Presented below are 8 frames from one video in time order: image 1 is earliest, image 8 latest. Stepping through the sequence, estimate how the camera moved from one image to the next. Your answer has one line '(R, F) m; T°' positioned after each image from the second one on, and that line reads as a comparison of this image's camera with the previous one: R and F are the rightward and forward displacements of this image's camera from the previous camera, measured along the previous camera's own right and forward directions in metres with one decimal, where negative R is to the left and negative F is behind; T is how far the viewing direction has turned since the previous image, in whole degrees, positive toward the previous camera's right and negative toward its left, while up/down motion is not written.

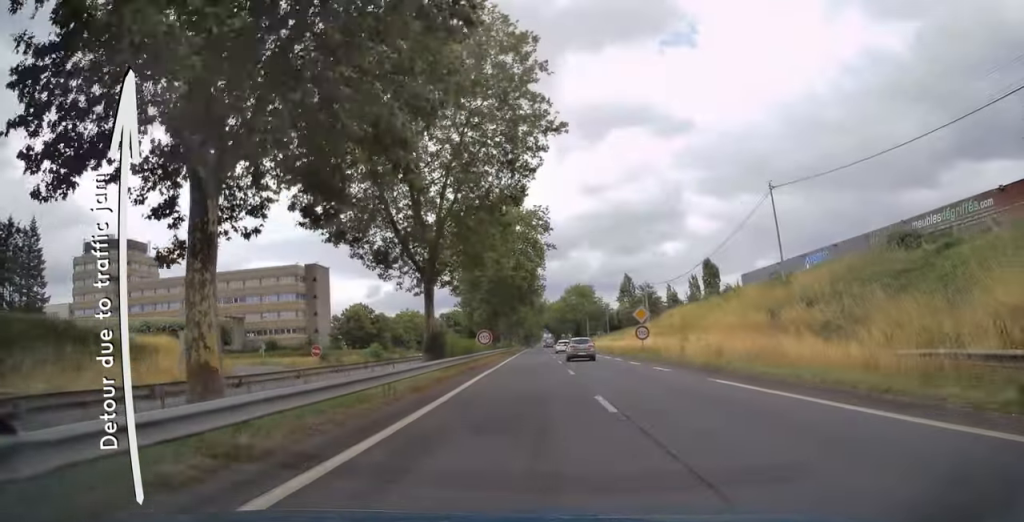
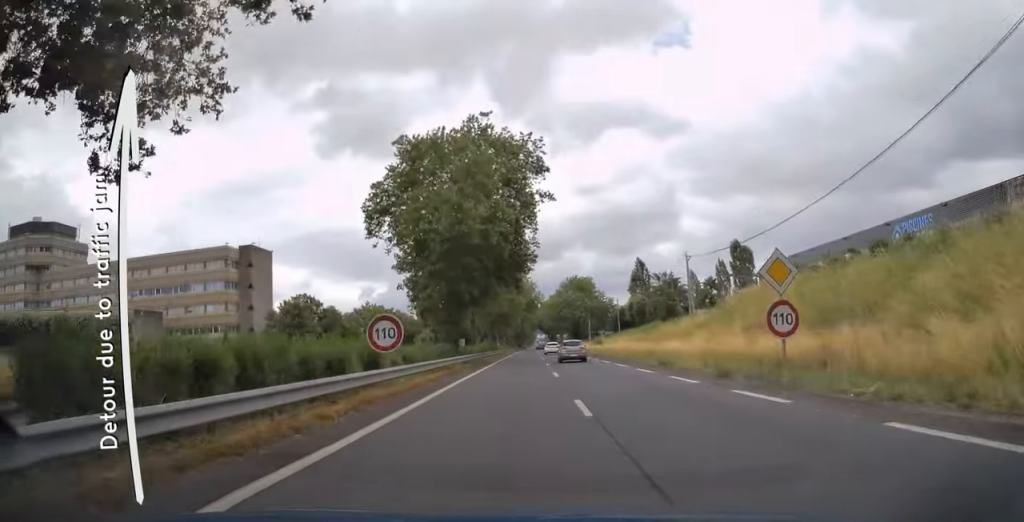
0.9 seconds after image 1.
(0.0, +25.9) m; 0°
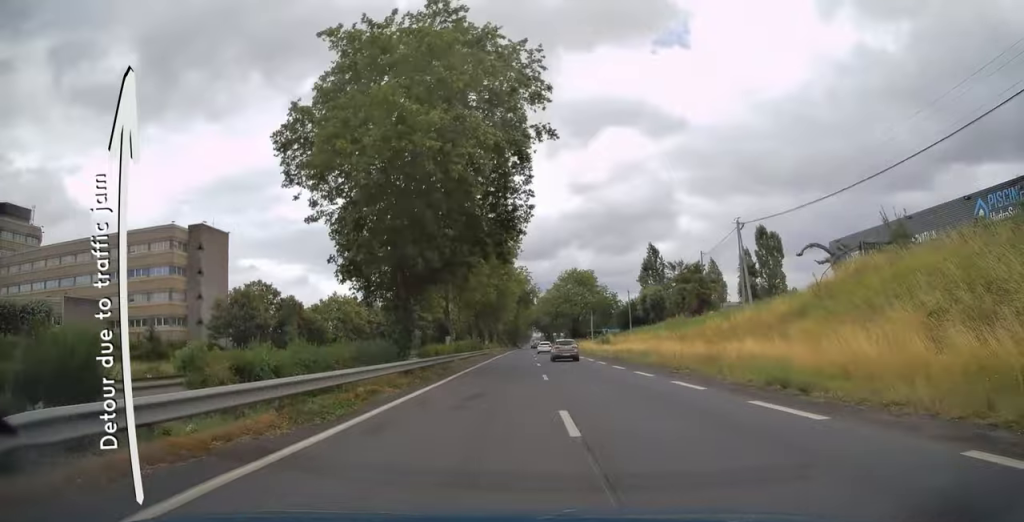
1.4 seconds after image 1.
(0.0, +14.9) m; 0°
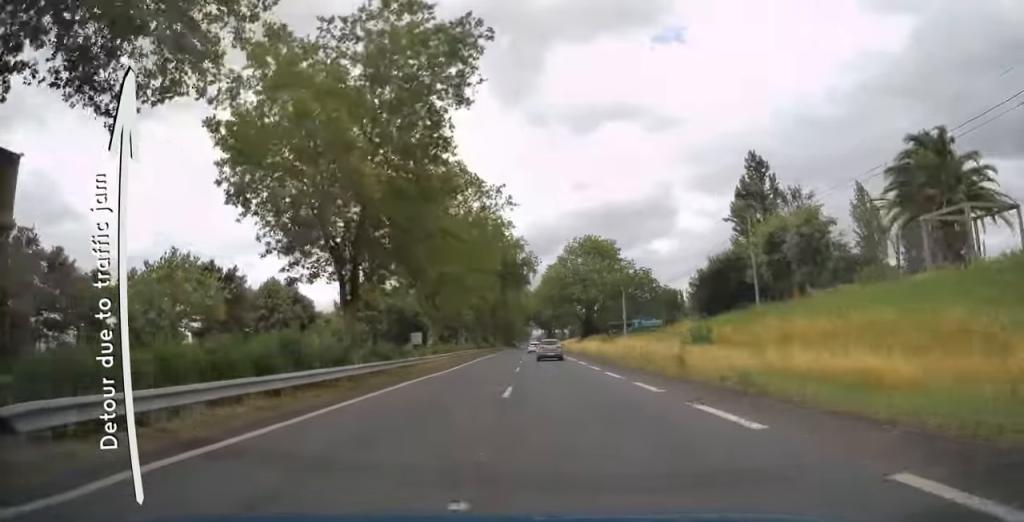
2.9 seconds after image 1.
(+0.5, +45.4) m; +1°
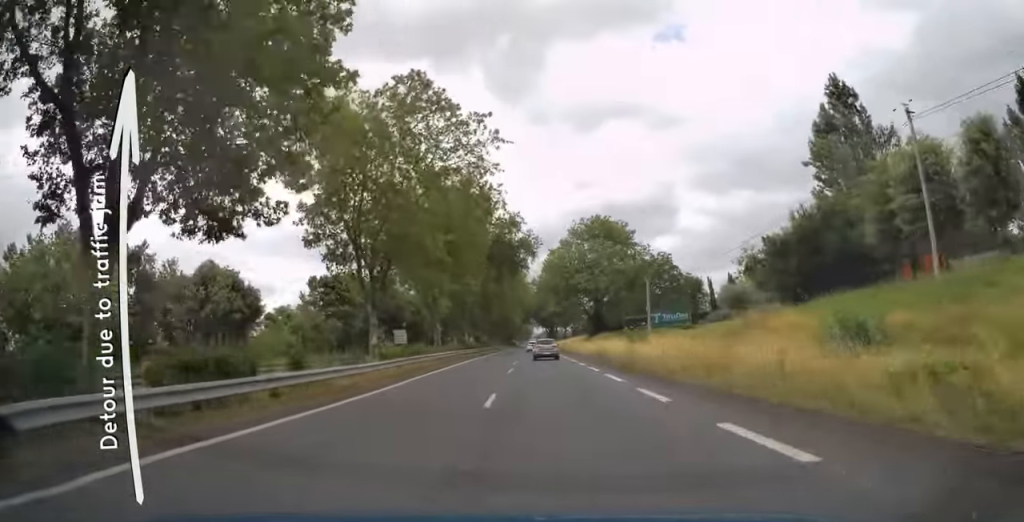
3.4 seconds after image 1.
(+0.2, +15.2) m; 0°
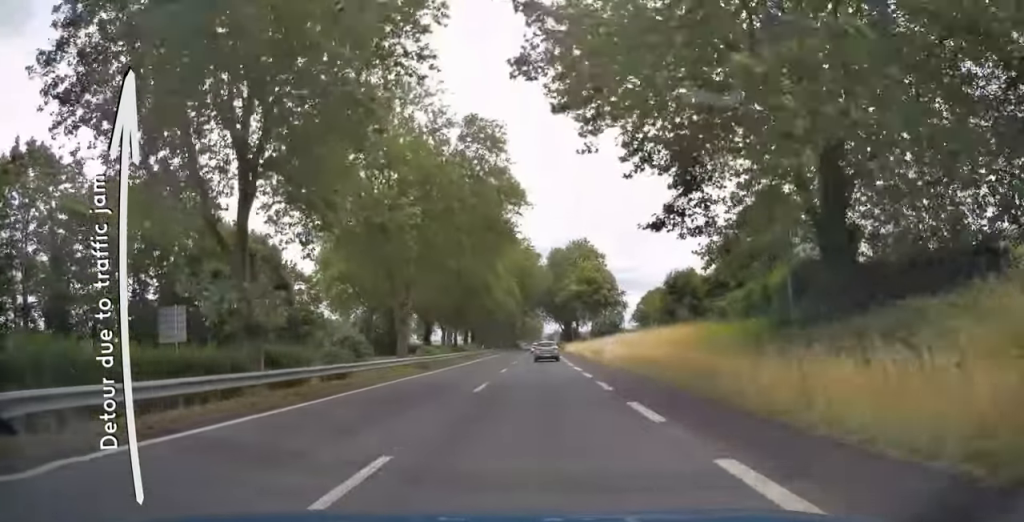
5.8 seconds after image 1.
(-1.4, +72.8) m; -2°
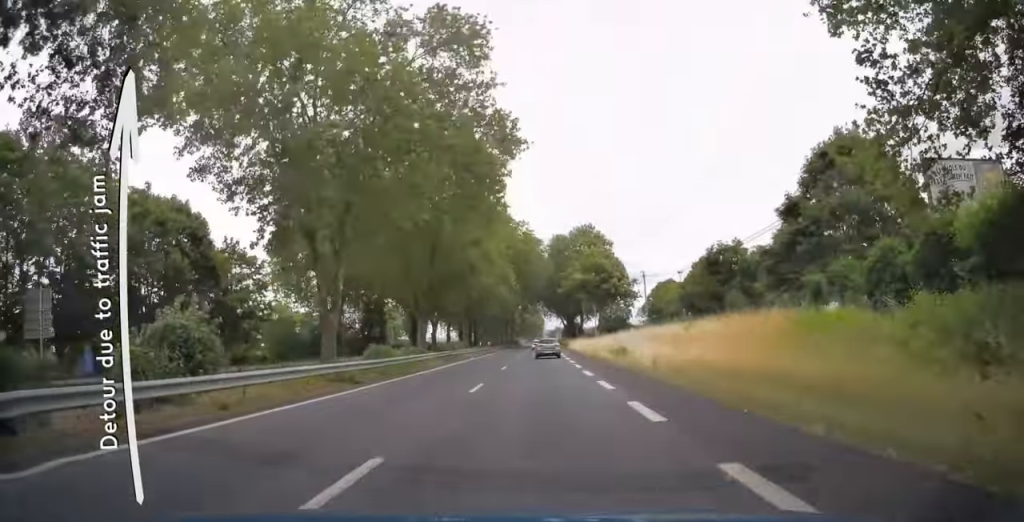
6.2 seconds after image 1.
(-0.1, +13.3) m; 0°
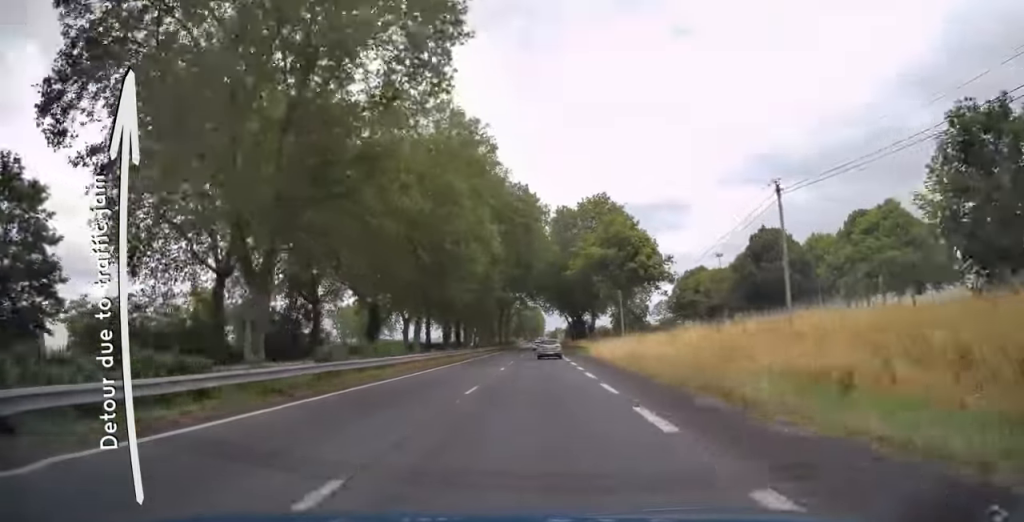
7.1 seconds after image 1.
(0.0, +26.7) m; +1°
